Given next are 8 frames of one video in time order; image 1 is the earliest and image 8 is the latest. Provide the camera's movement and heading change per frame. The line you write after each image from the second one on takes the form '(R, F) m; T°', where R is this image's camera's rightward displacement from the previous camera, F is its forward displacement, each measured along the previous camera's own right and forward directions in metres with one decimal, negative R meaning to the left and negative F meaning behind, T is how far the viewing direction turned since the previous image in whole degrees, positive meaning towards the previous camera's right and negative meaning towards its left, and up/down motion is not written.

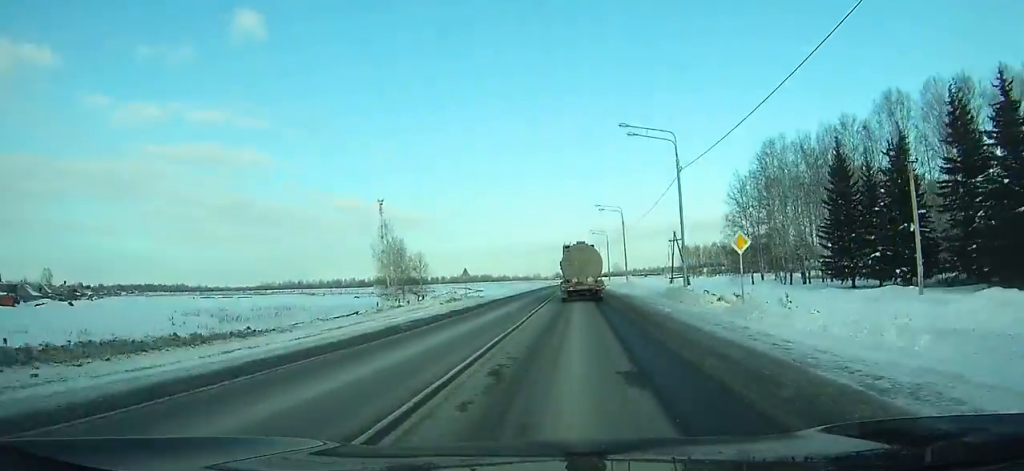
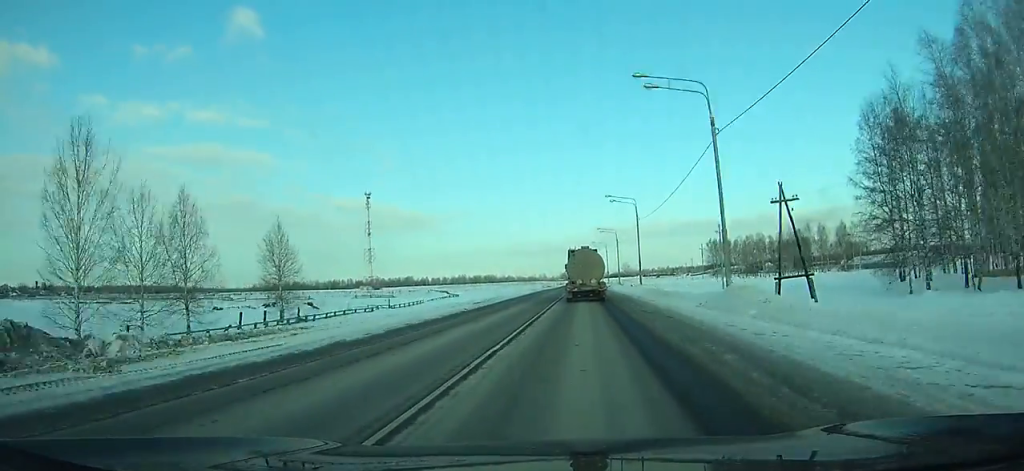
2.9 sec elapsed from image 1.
(-0.4, +48.7) m; -1°
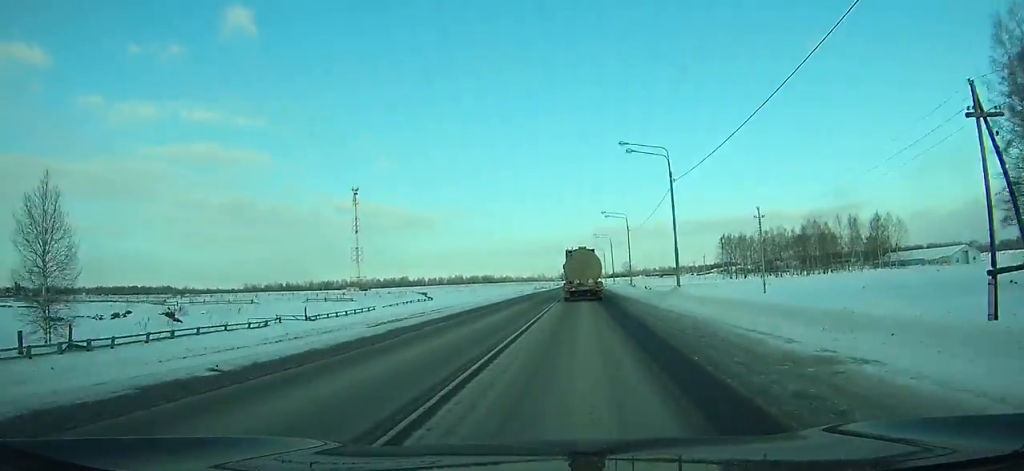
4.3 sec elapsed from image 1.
(-0.1, +24.3) m; 0°
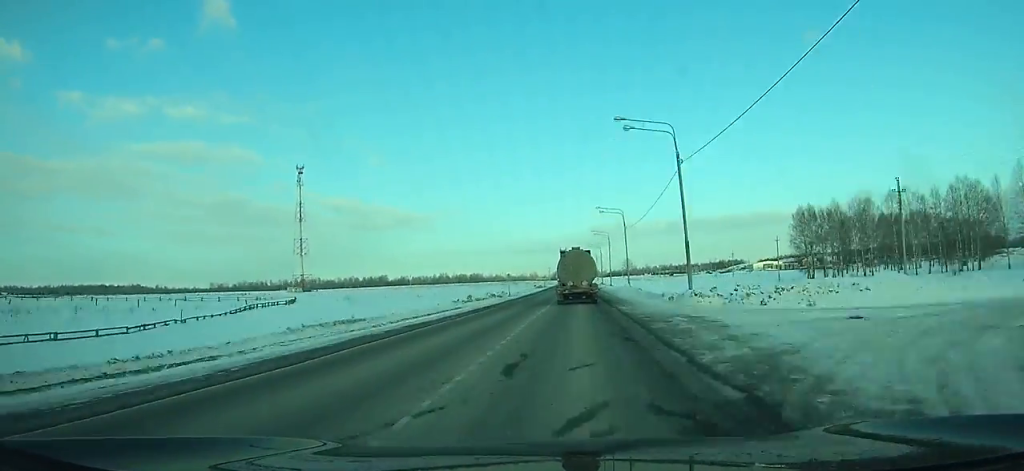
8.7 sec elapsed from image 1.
(+0.1, +80.3) m; 0°
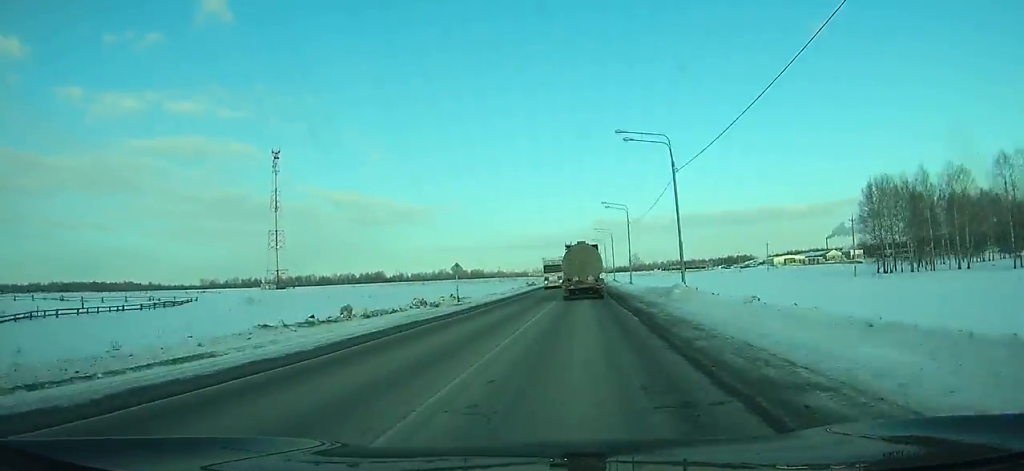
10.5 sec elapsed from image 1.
(0.0, +33.8) m; 0°
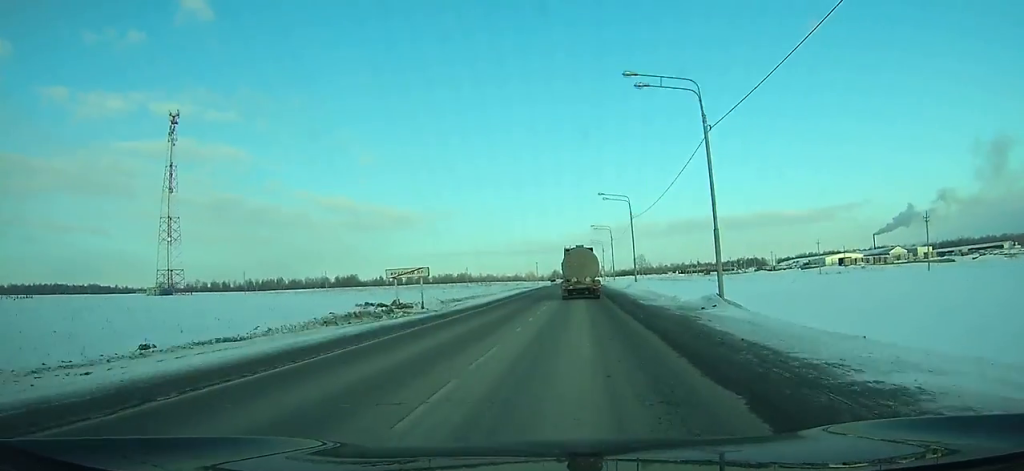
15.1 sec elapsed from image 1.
(+0.3, +89.3) m; 0°
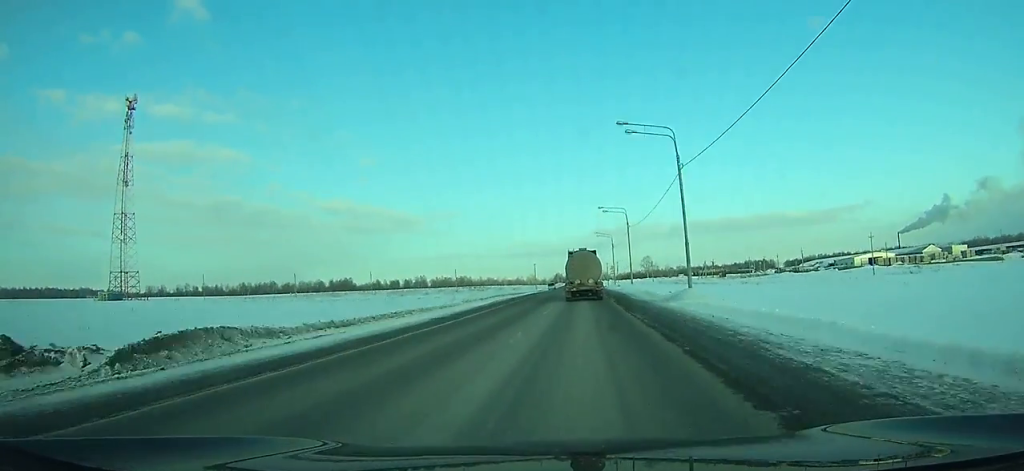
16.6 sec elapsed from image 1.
(-0.2, +29.7) m; 0°
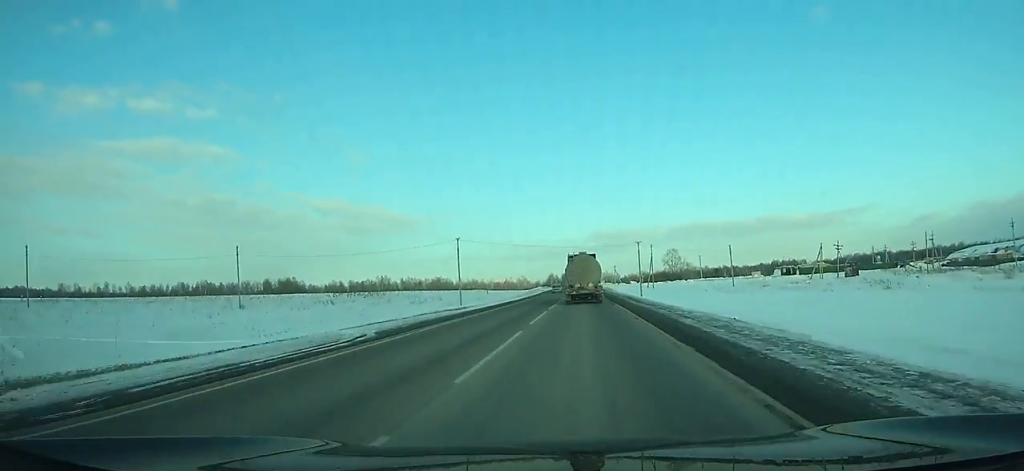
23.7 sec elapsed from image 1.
(+0.9, +145.2) m; 0°
